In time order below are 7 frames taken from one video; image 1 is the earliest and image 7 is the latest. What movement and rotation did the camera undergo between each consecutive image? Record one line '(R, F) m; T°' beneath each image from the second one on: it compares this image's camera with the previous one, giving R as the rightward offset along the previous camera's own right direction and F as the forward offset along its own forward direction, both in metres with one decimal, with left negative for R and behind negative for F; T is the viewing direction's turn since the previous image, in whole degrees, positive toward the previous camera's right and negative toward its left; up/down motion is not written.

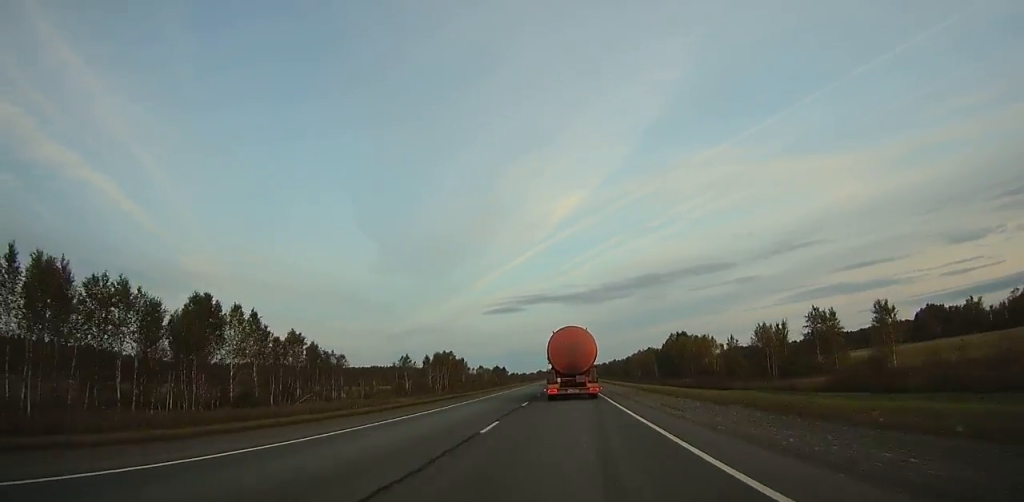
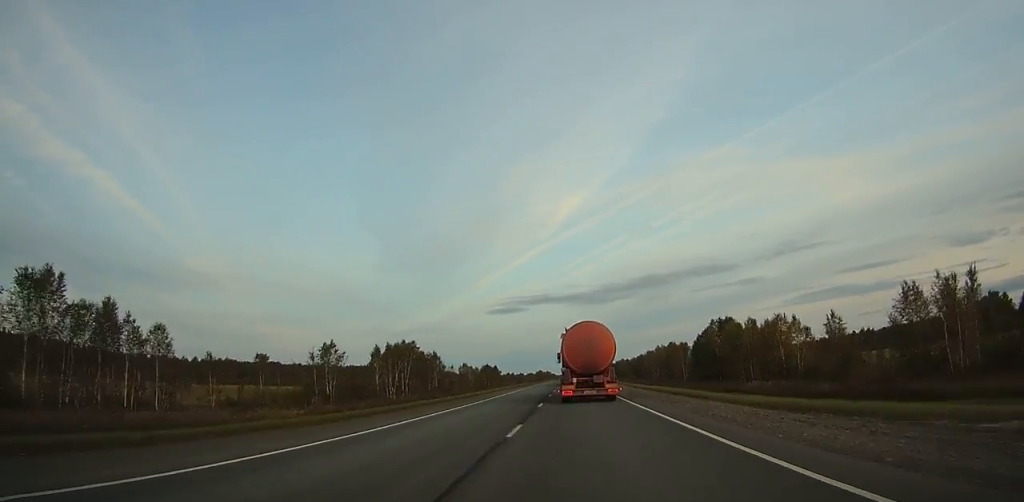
(-0.2, +36.8) m; 0°
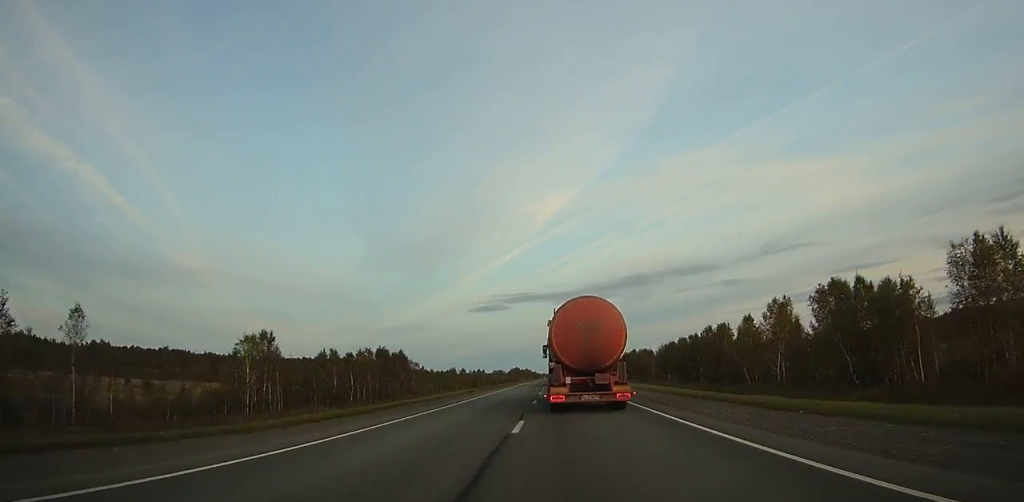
(+0.5, +102.8) m; 0°
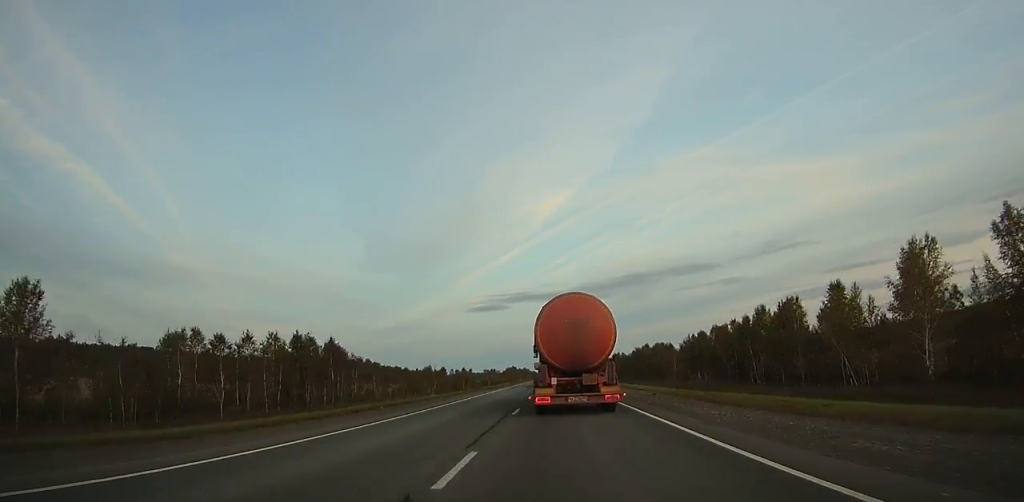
(+0.1, +31.6) m; 0°
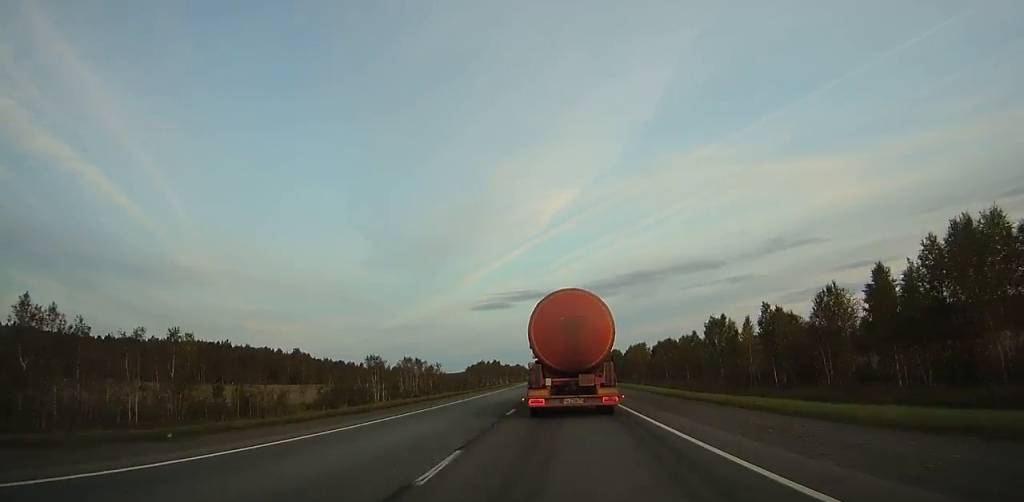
(-0.4, +142.9) m; 0°
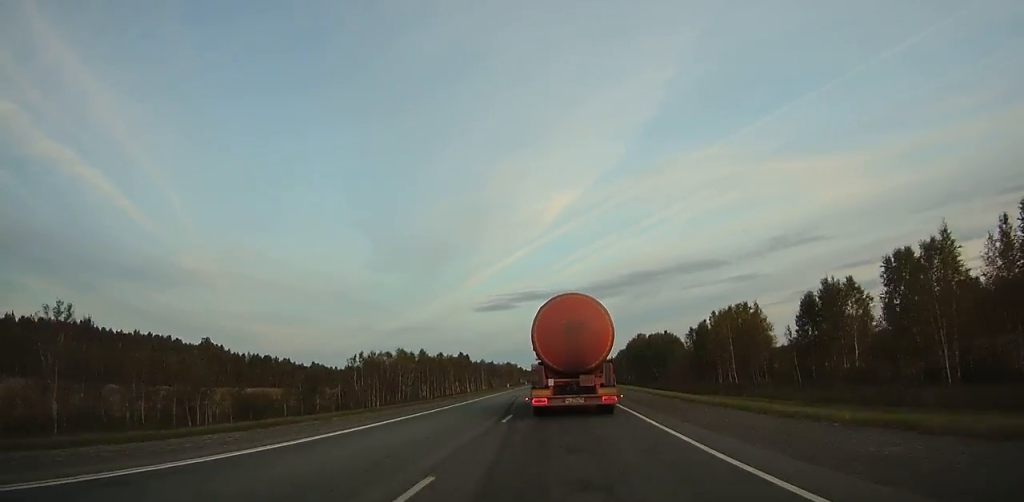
(+0.3, +98.5) m; 0°
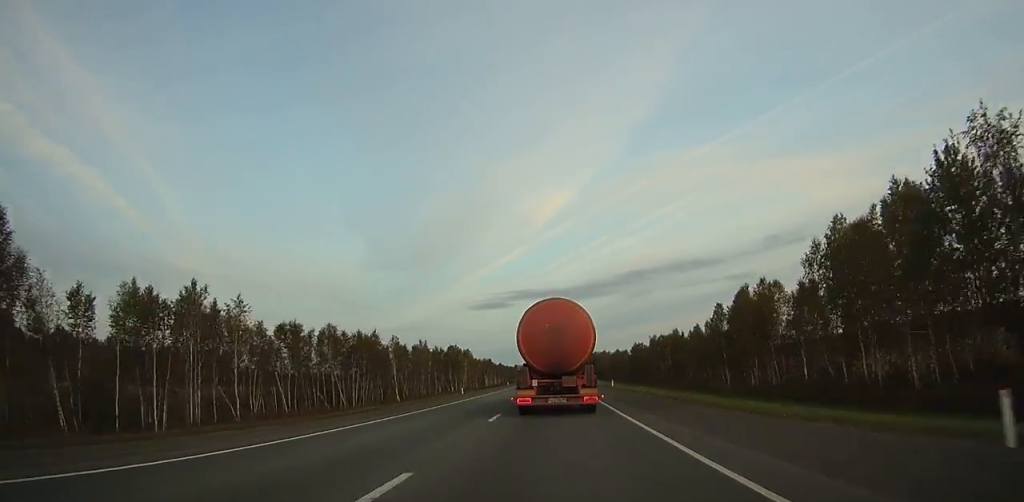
(-0.1, +142.2) m; 0°
